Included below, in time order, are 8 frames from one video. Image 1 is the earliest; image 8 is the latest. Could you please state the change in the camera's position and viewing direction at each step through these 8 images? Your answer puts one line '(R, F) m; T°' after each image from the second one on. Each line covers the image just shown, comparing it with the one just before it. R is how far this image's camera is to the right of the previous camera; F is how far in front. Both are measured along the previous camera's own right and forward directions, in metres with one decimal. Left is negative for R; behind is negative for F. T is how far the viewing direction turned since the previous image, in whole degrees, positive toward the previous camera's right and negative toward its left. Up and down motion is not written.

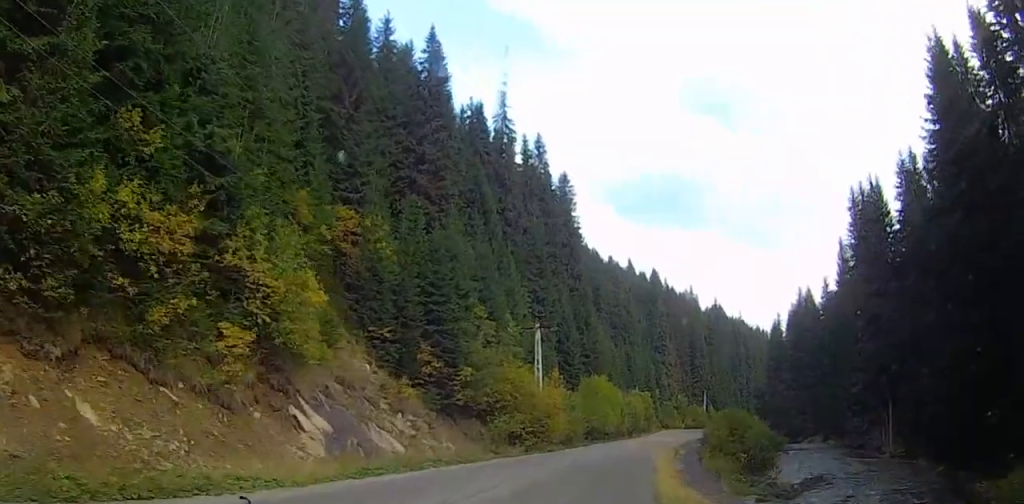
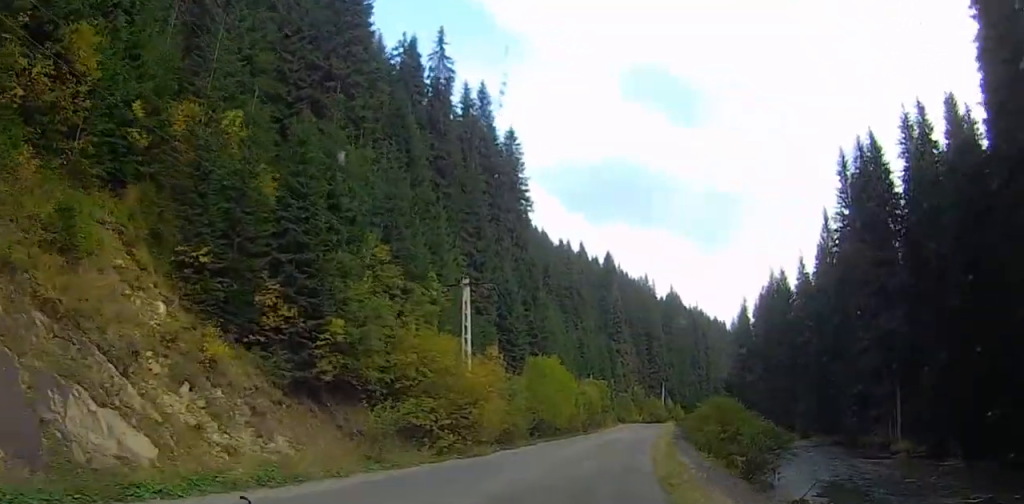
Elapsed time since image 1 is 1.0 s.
(+0.6, +14.3) m; +4°
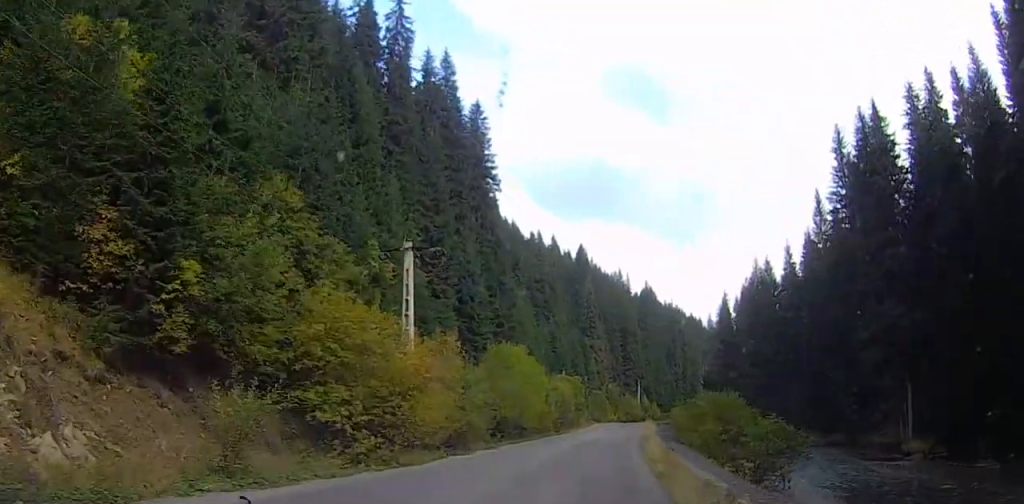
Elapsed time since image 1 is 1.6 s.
(+0.2, +8.6) m; +2°
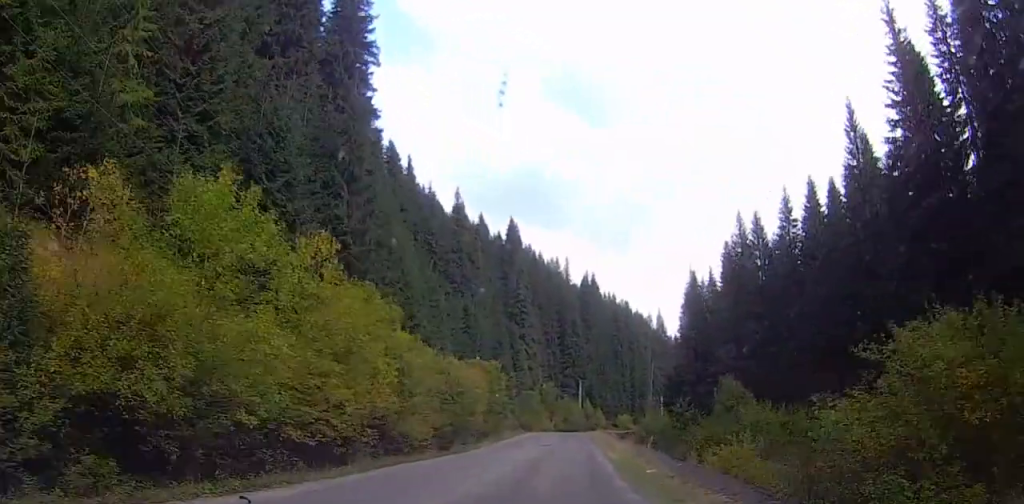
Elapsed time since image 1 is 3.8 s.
(+2.3, +38.1) m; +7°
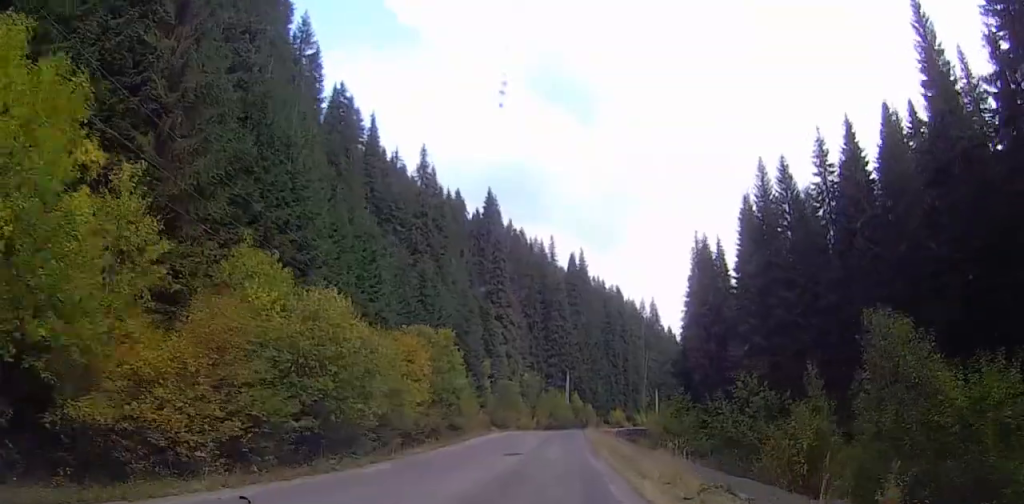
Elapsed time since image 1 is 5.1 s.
(+0.4, +20.5) m; +1°
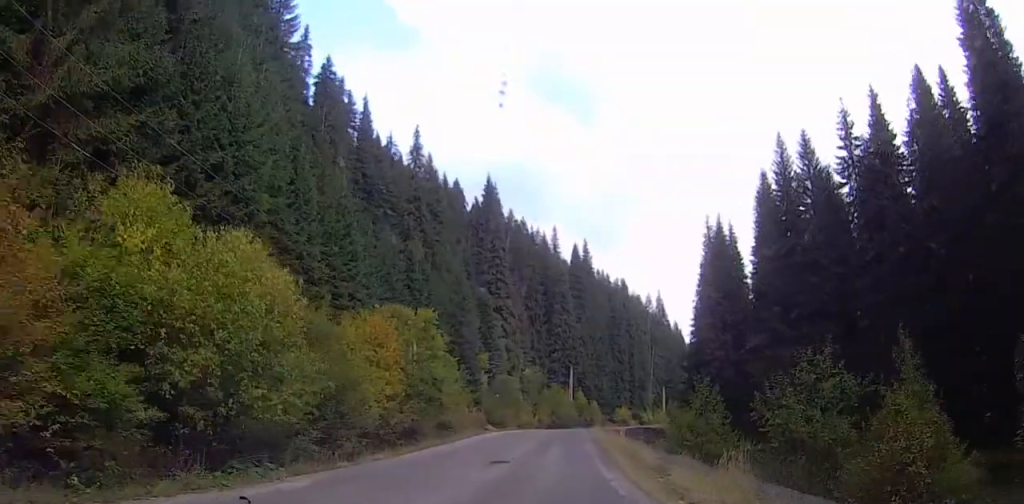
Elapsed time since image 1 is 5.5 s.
(0.0, +7.4) m; 0°
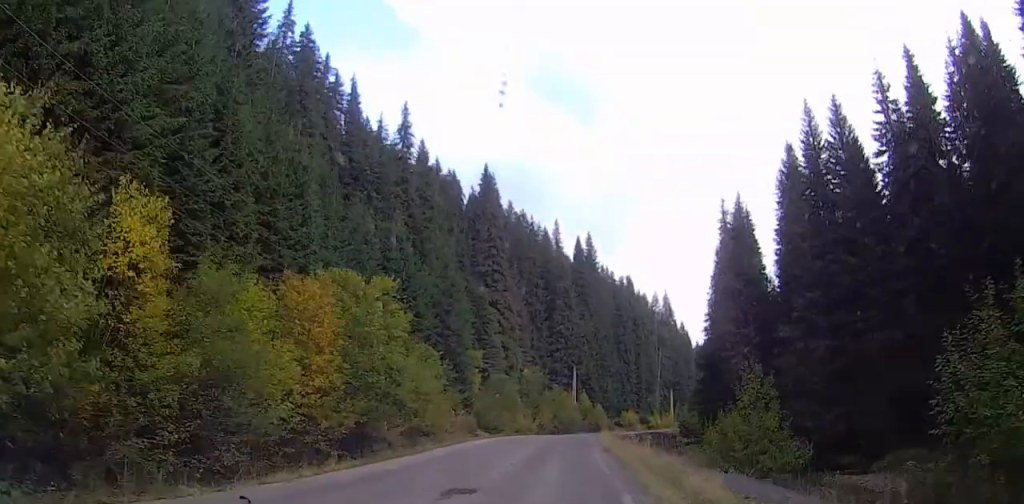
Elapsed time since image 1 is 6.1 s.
(0.0, +9.4) m; 0°
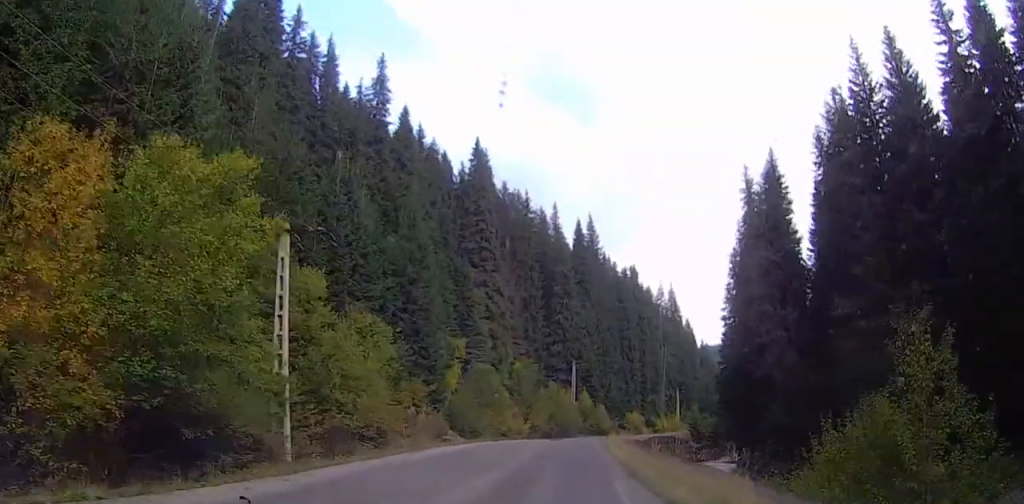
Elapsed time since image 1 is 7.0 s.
(0.0, +13.5) m; 0°
